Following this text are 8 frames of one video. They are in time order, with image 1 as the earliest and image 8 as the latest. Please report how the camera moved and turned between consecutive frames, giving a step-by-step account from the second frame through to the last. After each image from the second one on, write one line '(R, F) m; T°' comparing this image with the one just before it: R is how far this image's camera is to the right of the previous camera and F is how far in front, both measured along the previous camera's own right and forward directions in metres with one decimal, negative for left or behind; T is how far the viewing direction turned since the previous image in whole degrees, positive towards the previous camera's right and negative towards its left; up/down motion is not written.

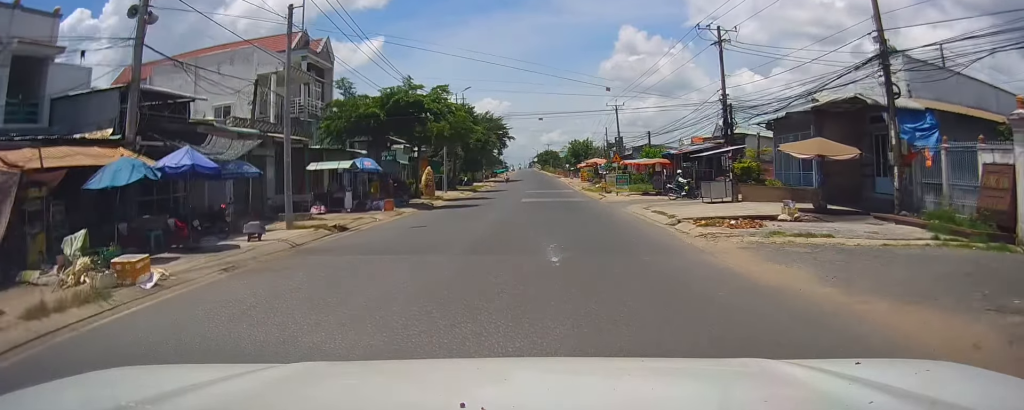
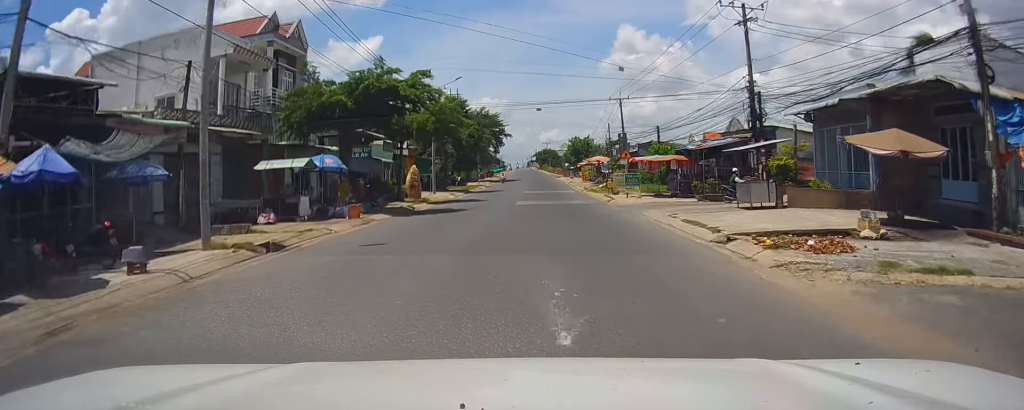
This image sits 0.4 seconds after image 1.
(-0.1, +5.2) m; +1°
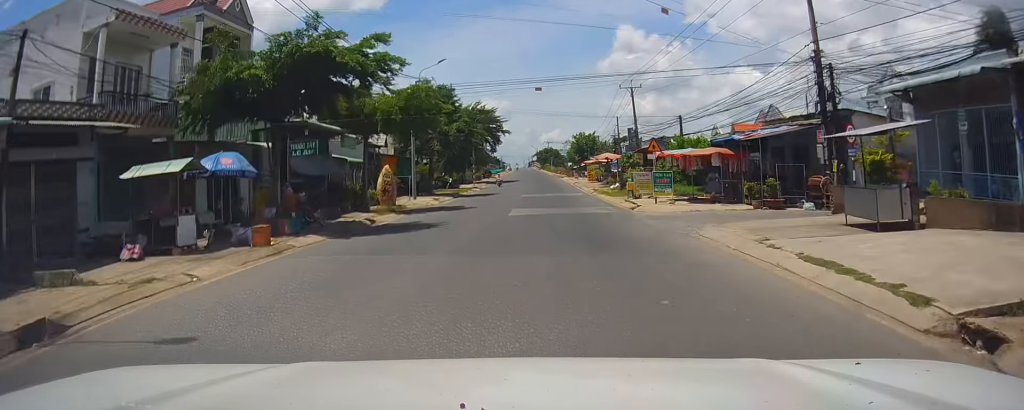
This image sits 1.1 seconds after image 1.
(+0.3, +8.1) m; 0°
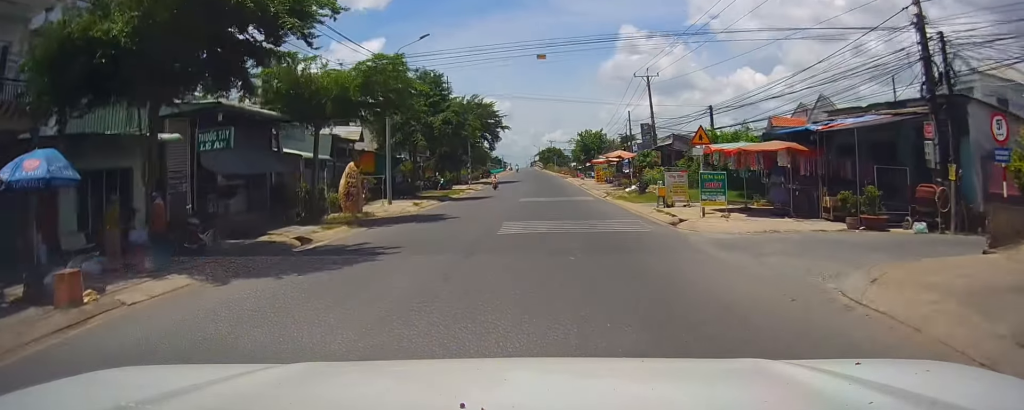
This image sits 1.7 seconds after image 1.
(+0.1, +8.2) m; 0°
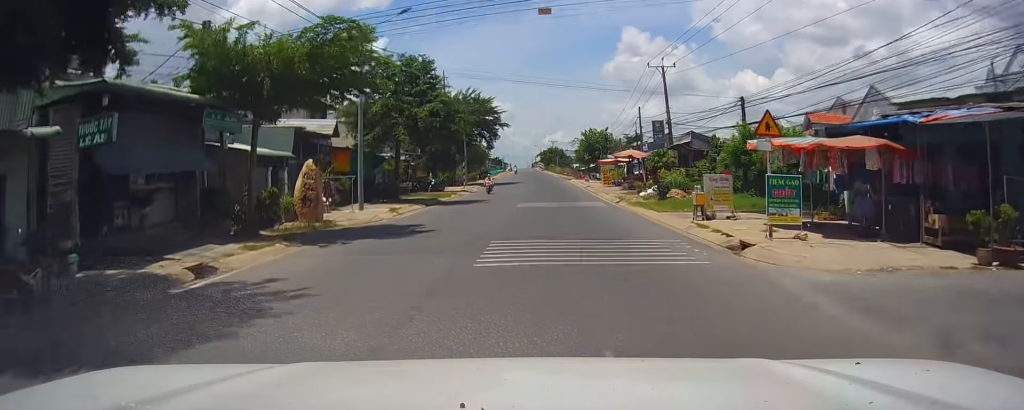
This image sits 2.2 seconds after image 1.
(-0.2, +5.8) m; 0°
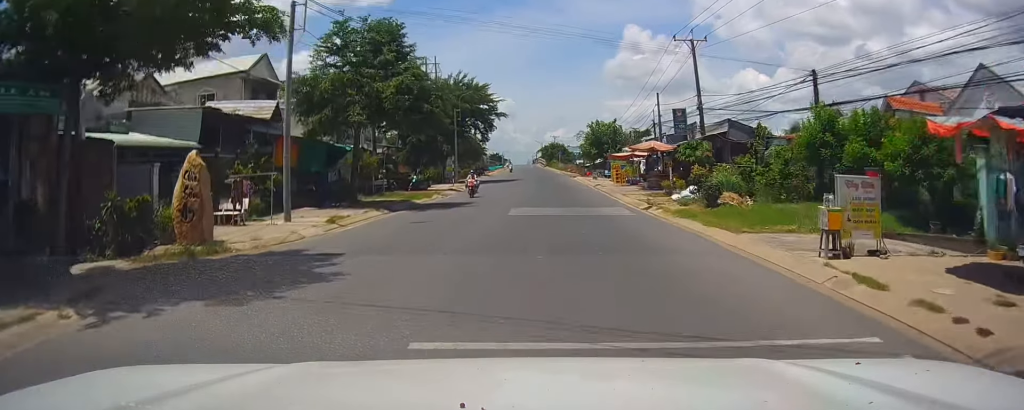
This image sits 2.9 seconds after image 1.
(0.0, +9.1) m; 0°
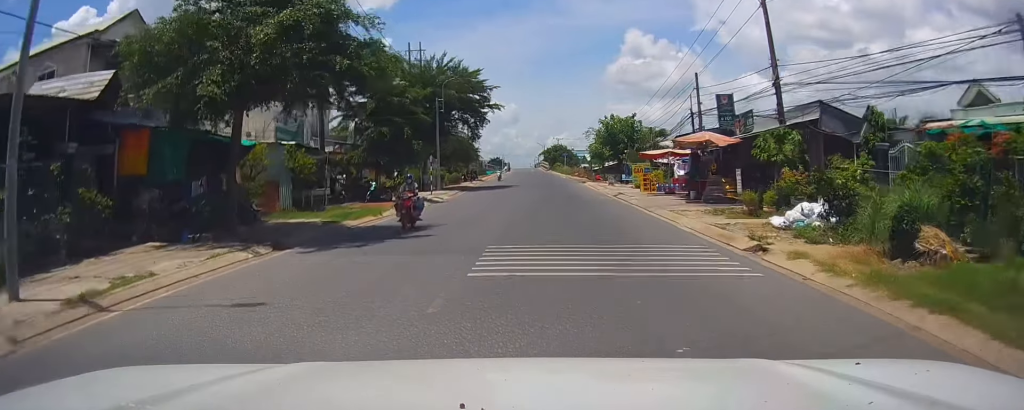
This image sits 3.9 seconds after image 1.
(+0.1, +12.4) m; 0°
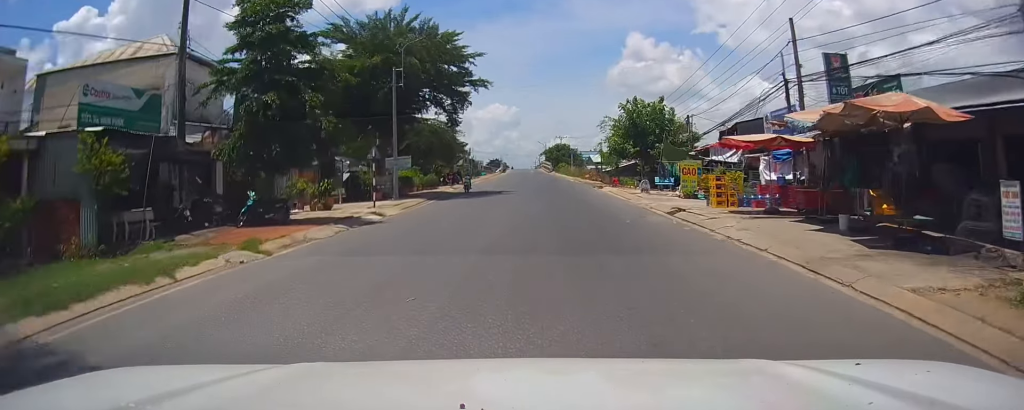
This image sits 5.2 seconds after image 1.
(0.0, +16.0) m; 0°
